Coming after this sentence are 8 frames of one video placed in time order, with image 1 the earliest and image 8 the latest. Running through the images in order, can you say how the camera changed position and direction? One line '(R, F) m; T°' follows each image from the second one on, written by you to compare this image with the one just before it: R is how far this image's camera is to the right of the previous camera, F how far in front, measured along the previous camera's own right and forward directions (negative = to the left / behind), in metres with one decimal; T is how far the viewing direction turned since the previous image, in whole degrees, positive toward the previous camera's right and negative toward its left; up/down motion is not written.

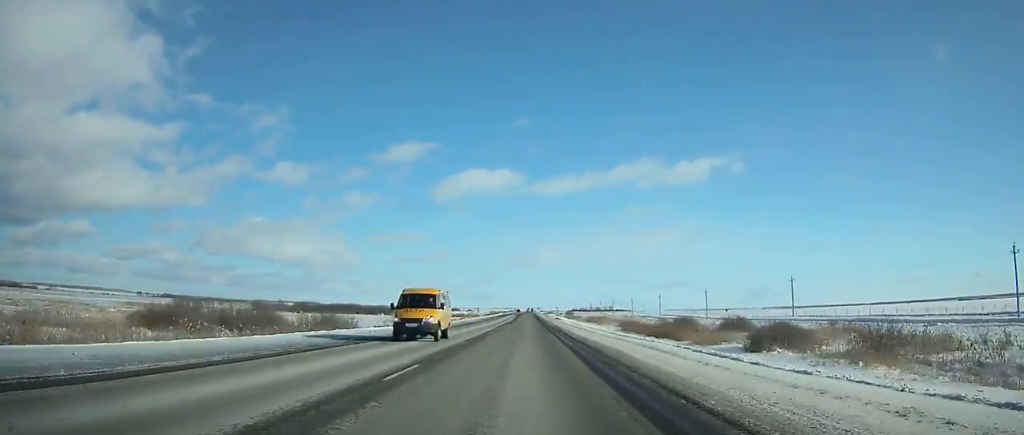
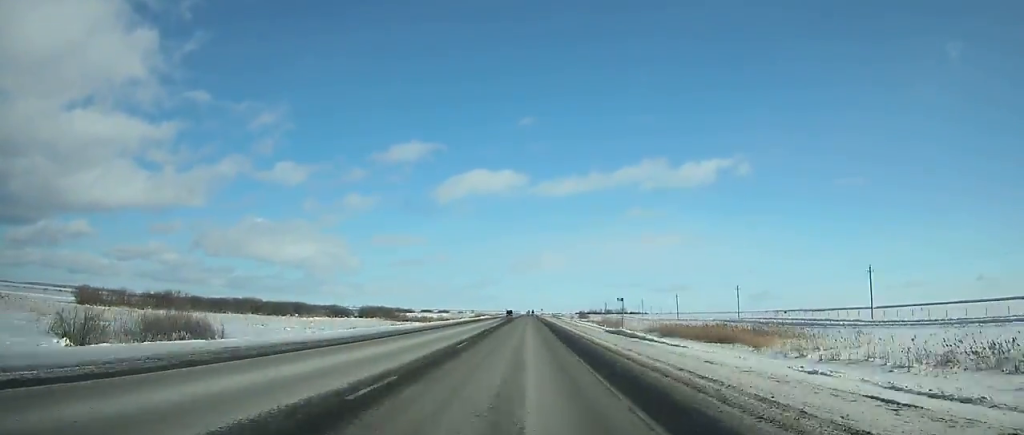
(-0.2, +86.3) m; 0°
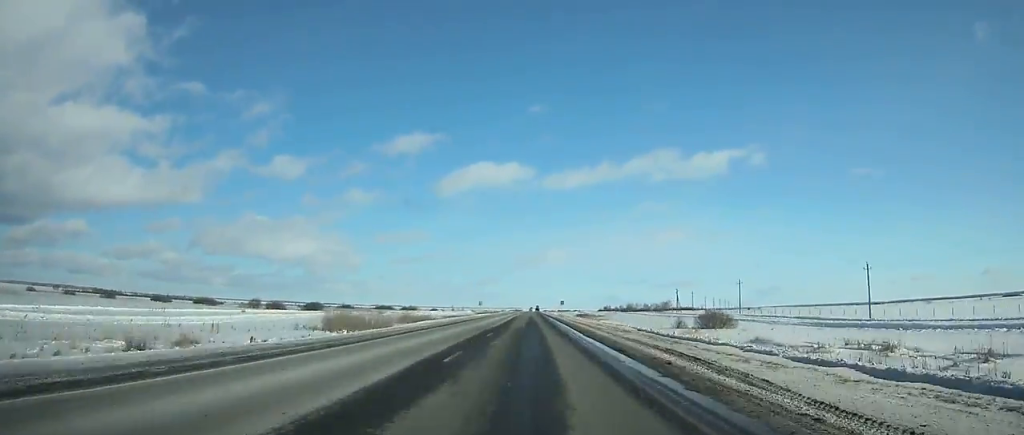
(-0.7, +173.5) m; 0°
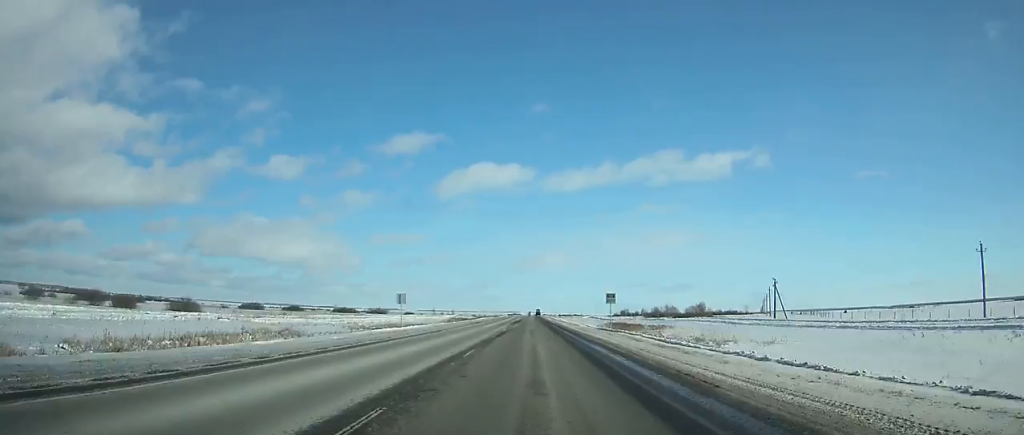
(+0.4, +80.5) m; 0°
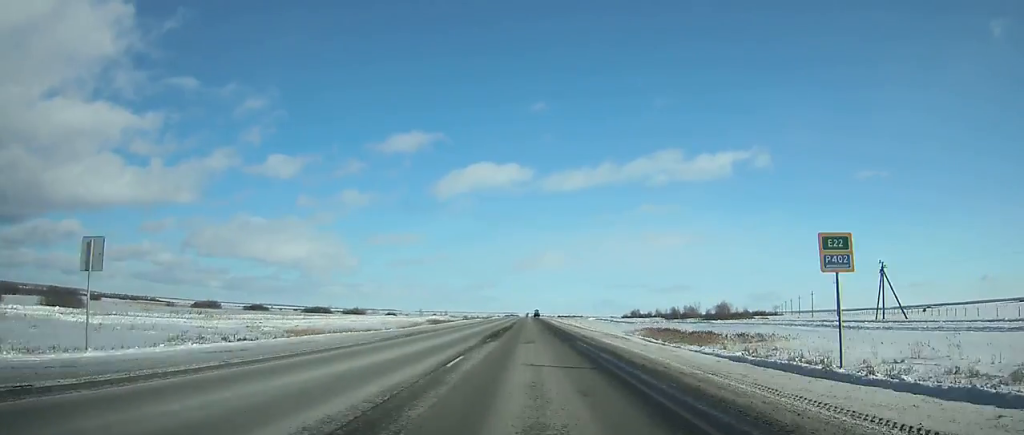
(0.0, +40.3) m; 0°
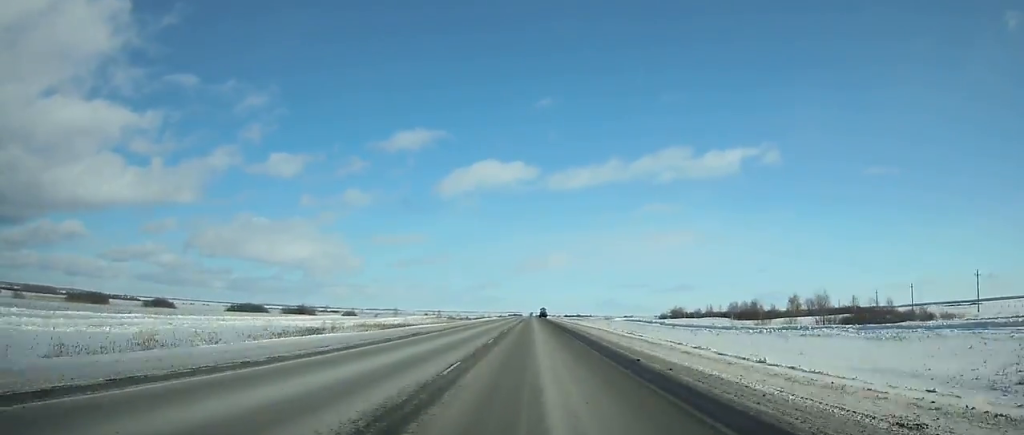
(-0.1, +74.6) m; 0°
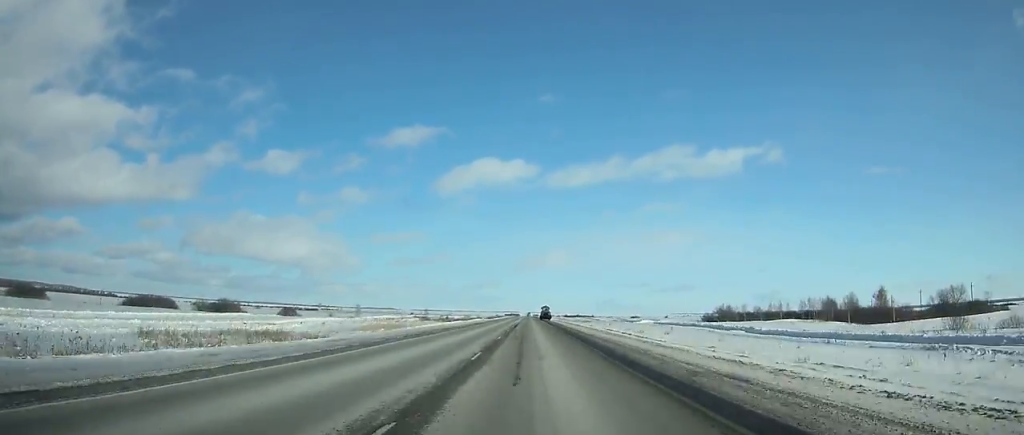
(+0.2, +56.3) m; 0°
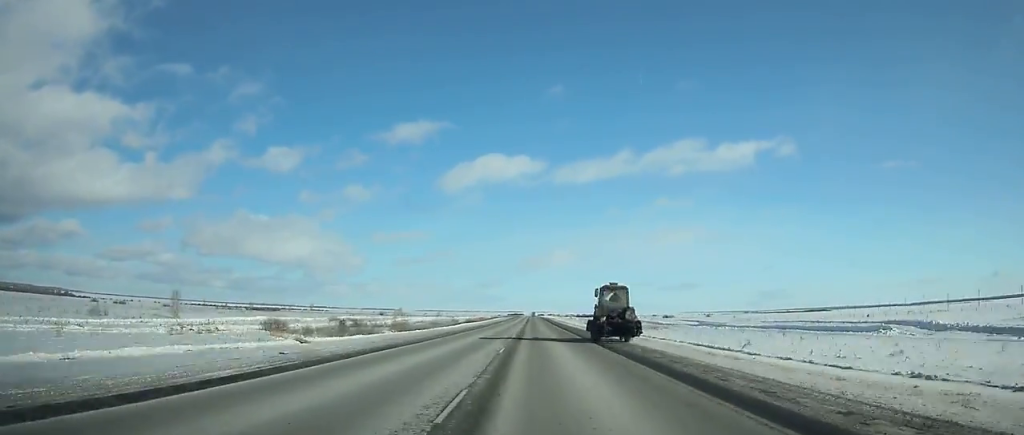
(-0.3, +117.0) m; 0°
